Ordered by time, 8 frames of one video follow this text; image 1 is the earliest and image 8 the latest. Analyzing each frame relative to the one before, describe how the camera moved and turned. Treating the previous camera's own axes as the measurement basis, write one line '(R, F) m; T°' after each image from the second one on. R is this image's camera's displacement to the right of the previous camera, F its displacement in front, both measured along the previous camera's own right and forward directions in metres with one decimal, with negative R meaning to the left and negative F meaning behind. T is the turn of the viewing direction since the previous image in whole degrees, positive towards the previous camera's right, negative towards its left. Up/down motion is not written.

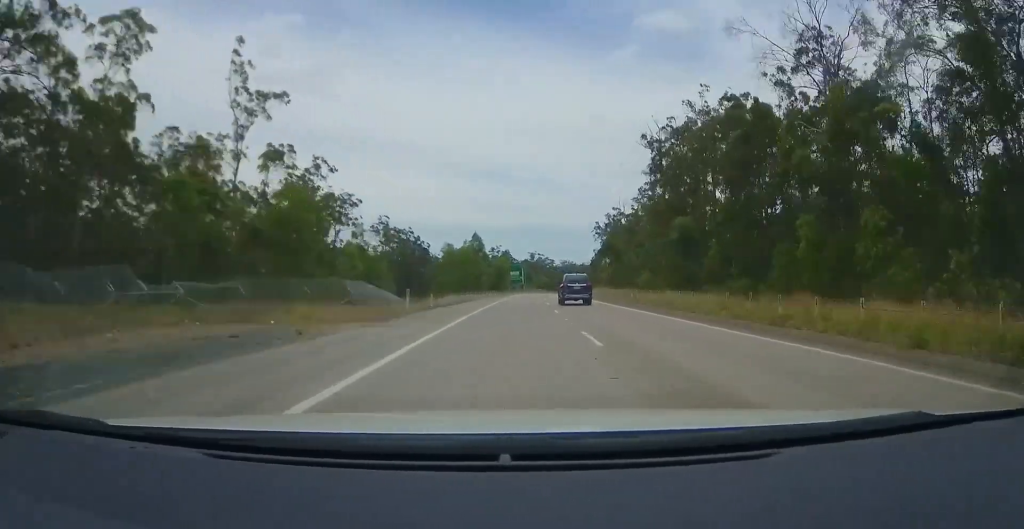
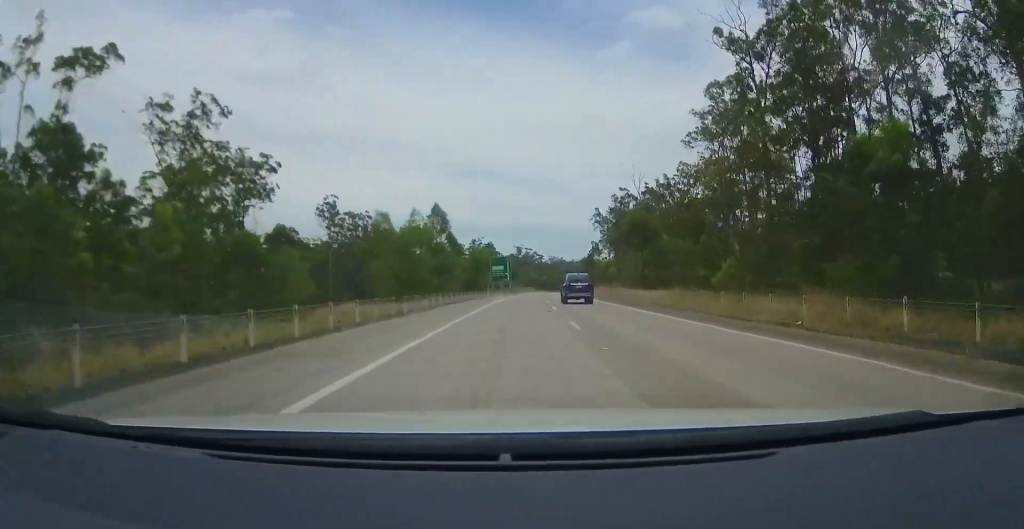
(+0.6, +33.3) m; 0°
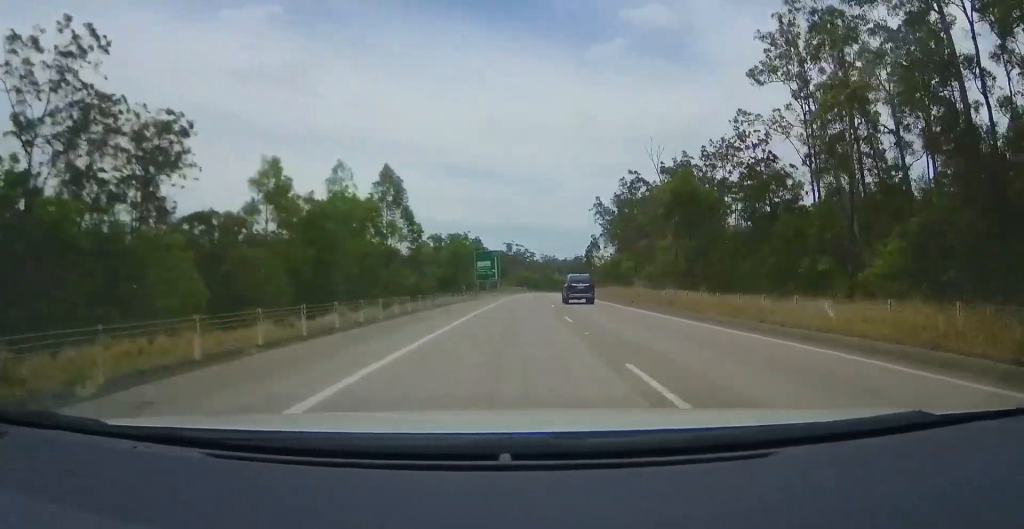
(-0.5, +20.6) m; +1°
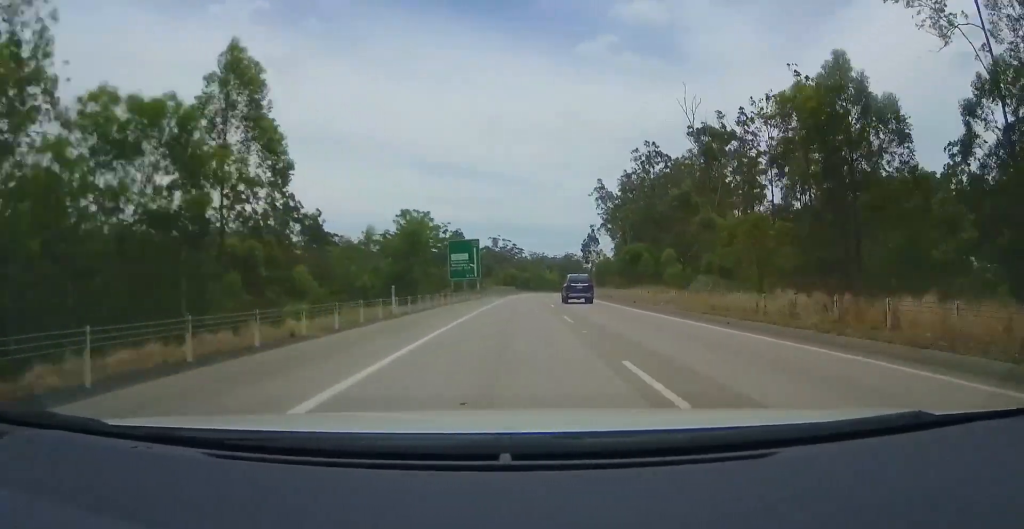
(+0.6, +24.2) m; +2°
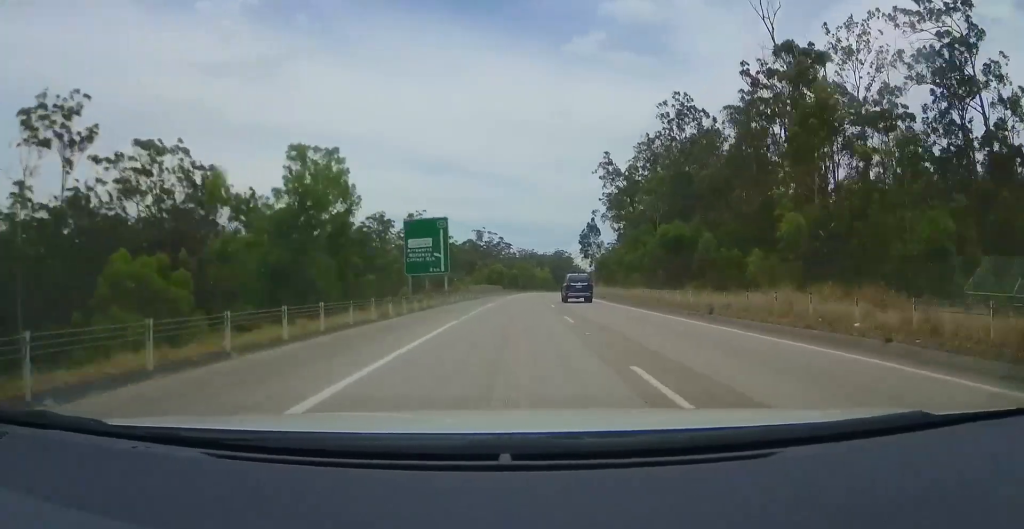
(+0.6, +25.4) m; +3°
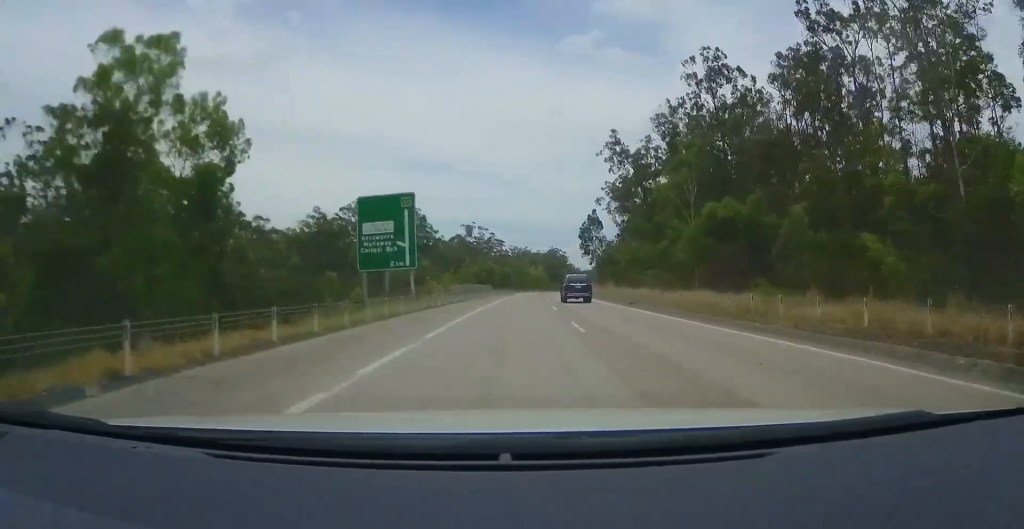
(-0.2, +15.7) m; +2°
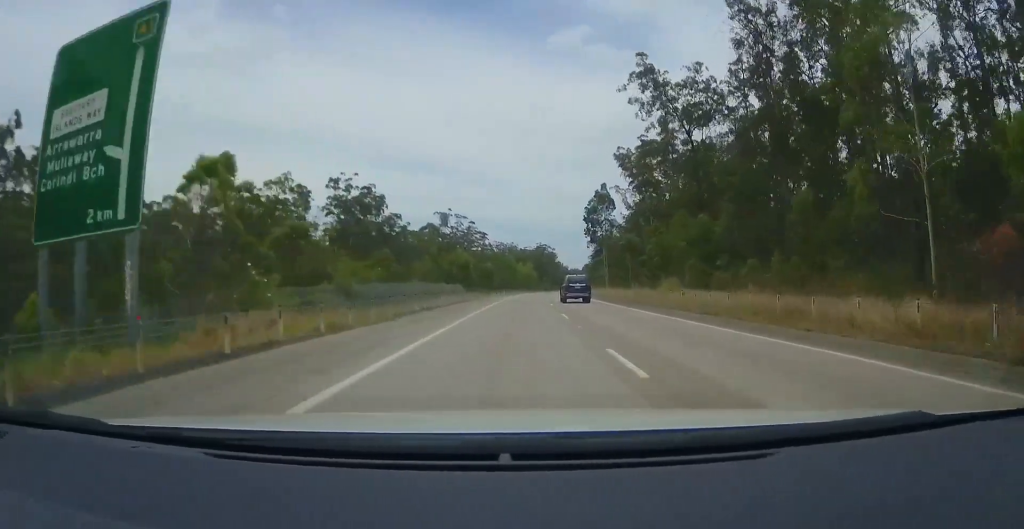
(+1.4, +31.5) m; +1°
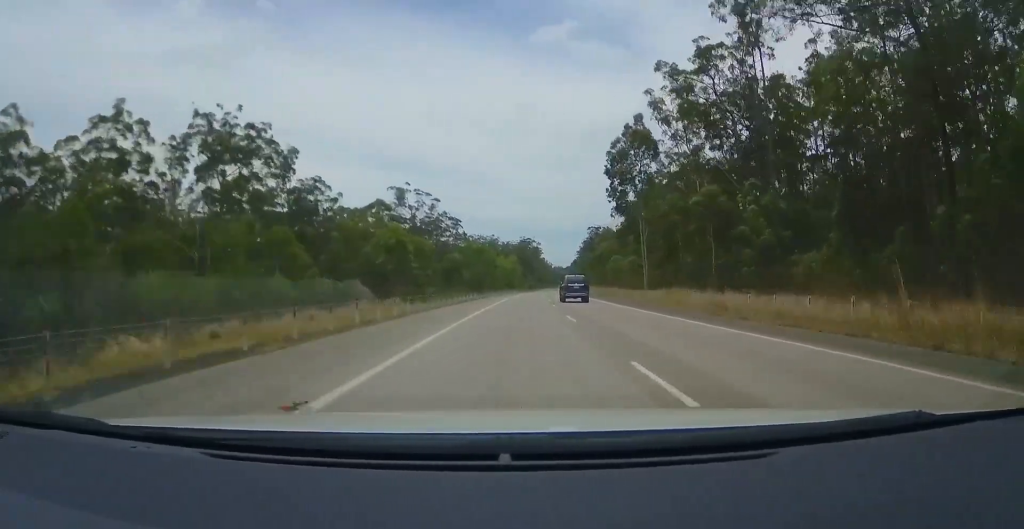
(-1.0, +37.5) m; 0°
